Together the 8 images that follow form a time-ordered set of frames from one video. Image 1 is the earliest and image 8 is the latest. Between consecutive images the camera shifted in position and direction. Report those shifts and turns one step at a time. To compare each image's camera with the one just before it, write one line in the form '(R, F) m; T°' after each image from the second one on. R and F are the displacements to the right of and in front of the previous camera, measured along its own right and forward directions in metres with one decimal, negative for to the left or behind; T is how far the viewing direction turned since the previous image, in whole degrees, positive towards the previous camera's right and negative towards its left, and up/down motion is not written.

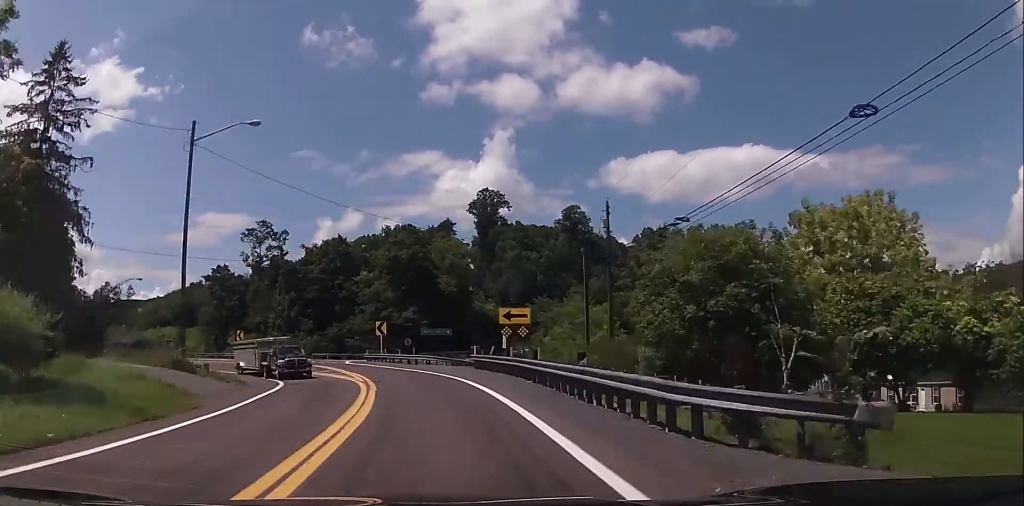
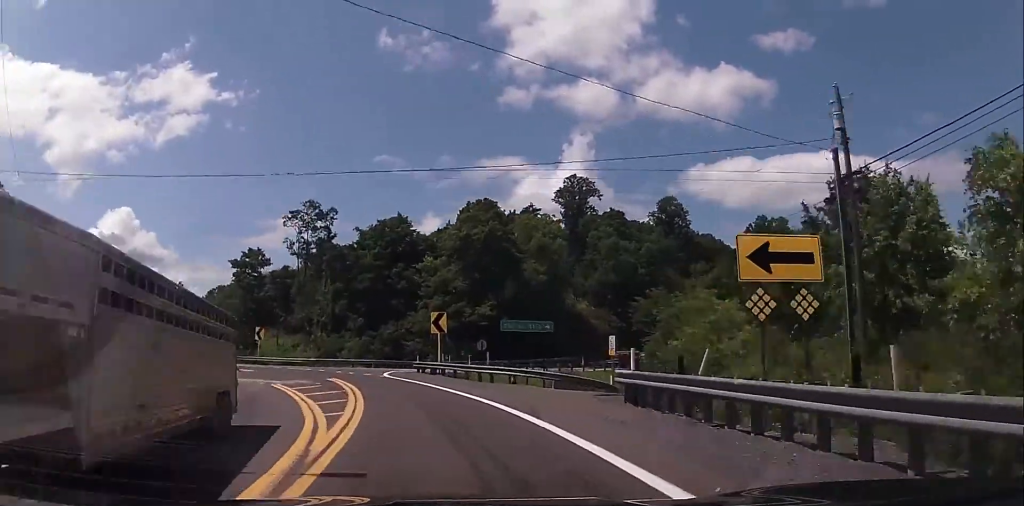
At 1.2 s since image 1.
(-0.3, +22.7) m; -3°
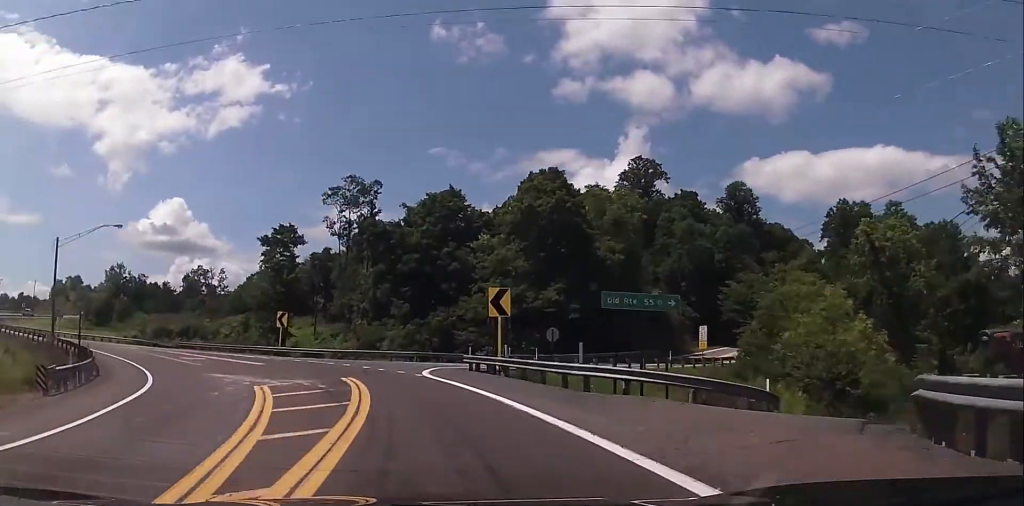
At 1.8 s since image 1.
(-0.4, +11.2) m; -4°
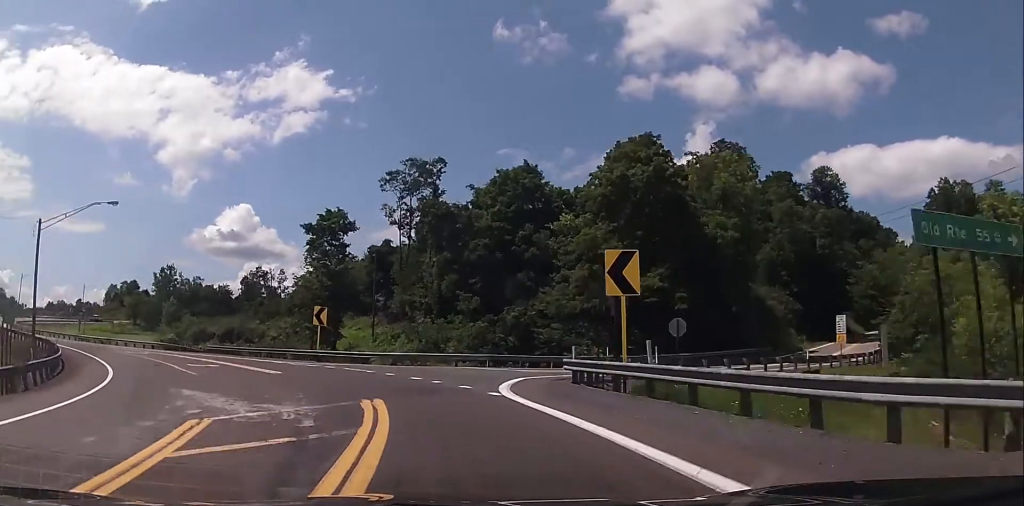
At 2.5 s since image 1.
(-0.3, +11.6) m; -6°
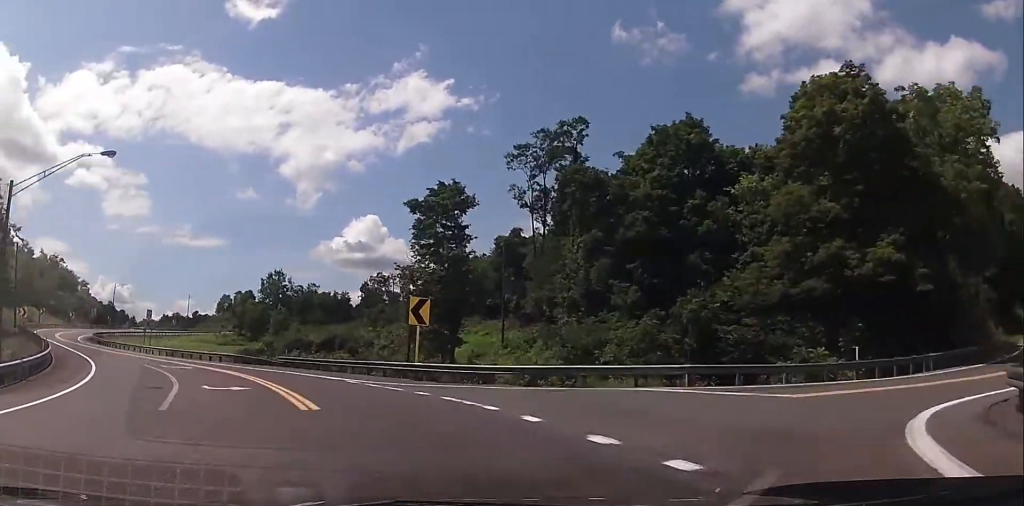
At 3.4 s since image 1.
(-1.1, +15.5) m; -11°
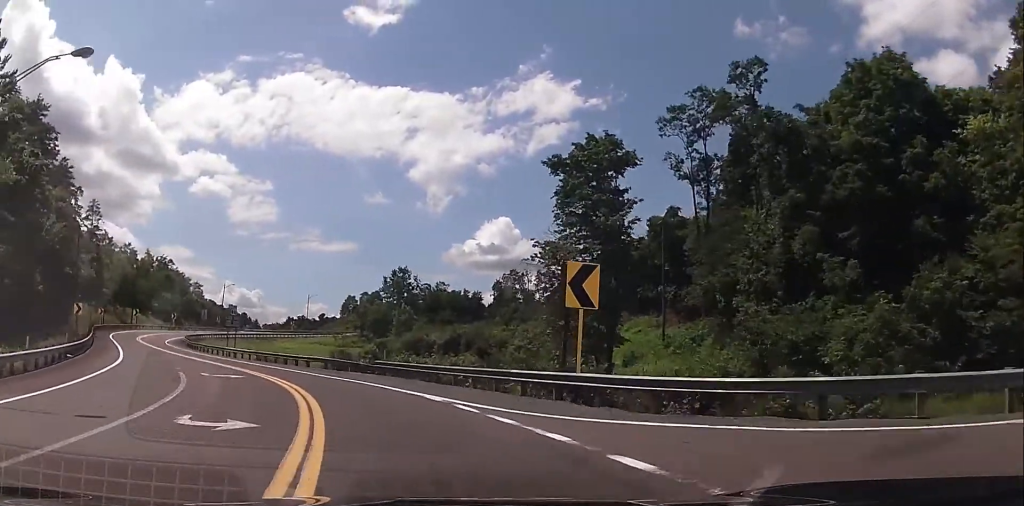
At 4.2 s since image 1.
(-1.5, +12.8) m; -10°
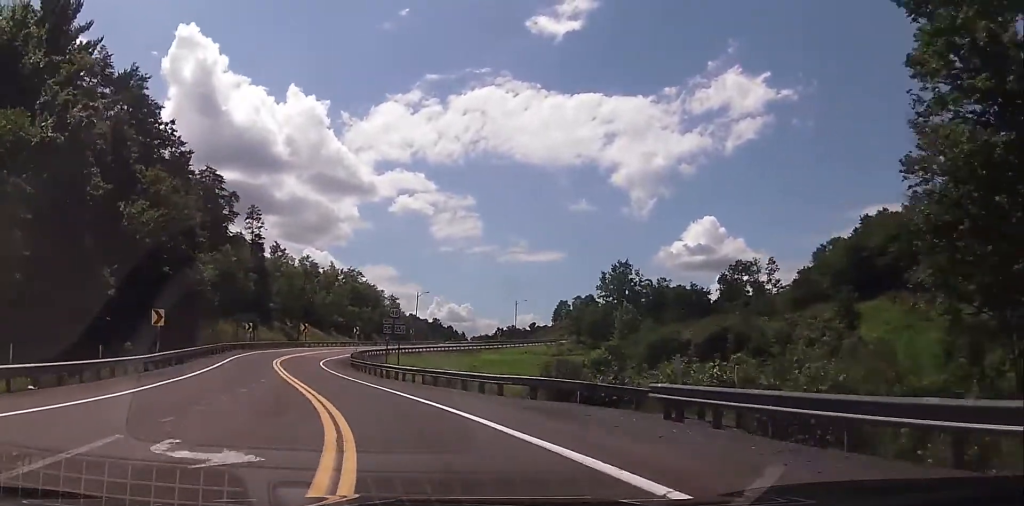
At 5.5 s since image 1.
(-2.6, +19.9) m; -17°
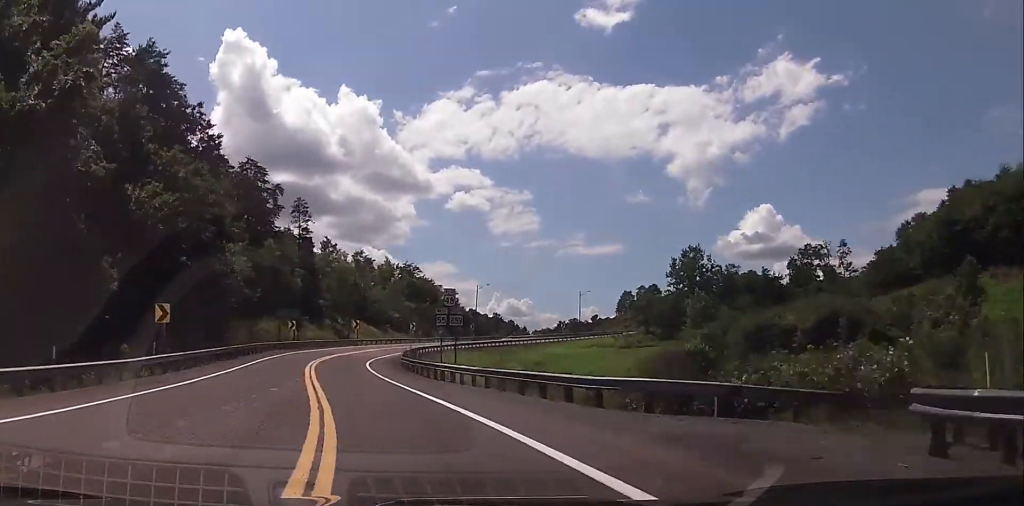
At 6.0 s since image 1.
(-0.7, +7.0) m; -6°
